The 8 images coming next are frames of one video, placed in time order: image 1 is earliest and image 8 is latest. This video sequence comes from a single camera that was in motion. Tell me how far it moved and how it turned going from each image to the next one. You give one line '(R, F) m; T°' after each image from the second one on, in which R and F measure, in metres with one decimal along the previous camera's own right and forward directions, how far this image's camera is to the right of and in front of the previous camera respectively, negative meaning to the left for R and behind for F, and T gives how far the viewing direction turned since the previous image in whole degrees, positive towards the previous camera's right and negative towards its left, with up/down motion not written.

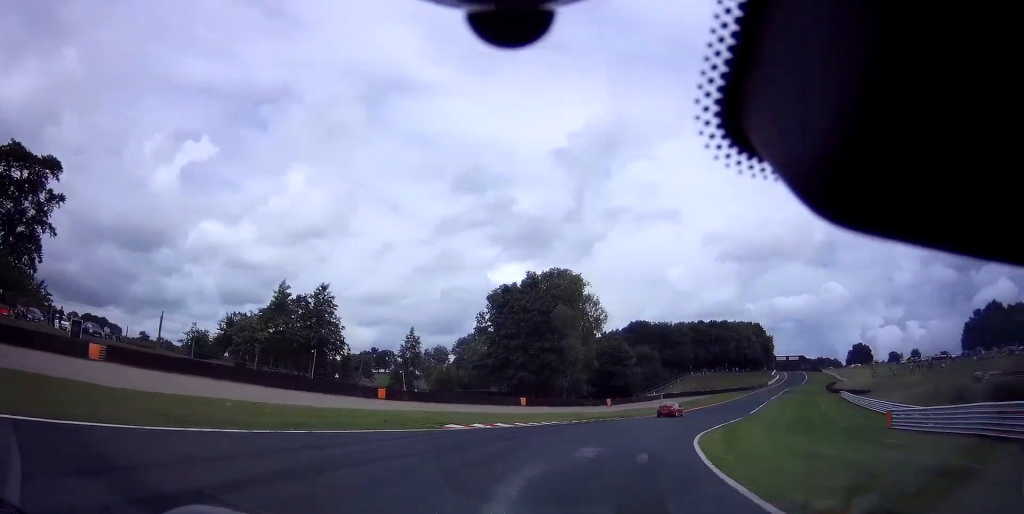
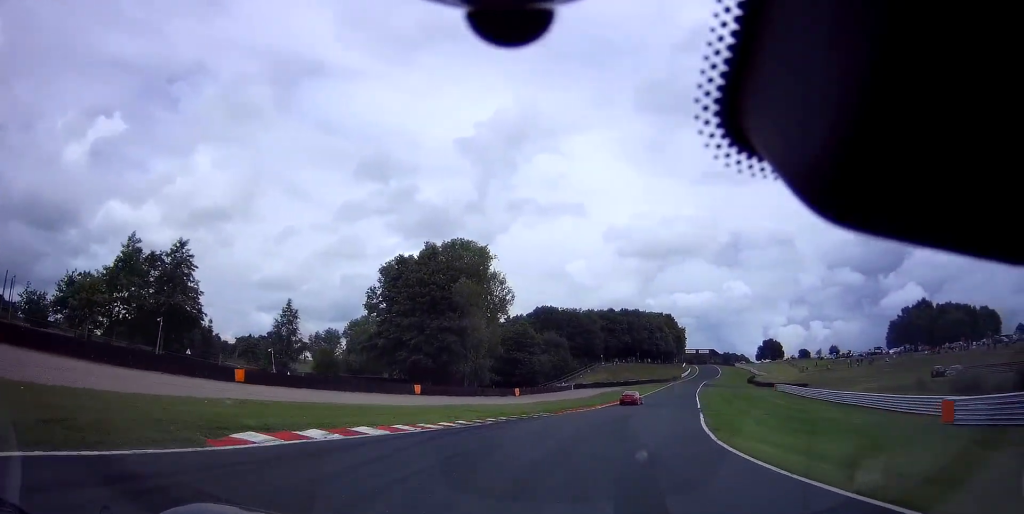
(+1.1, +11.2) m; +10°
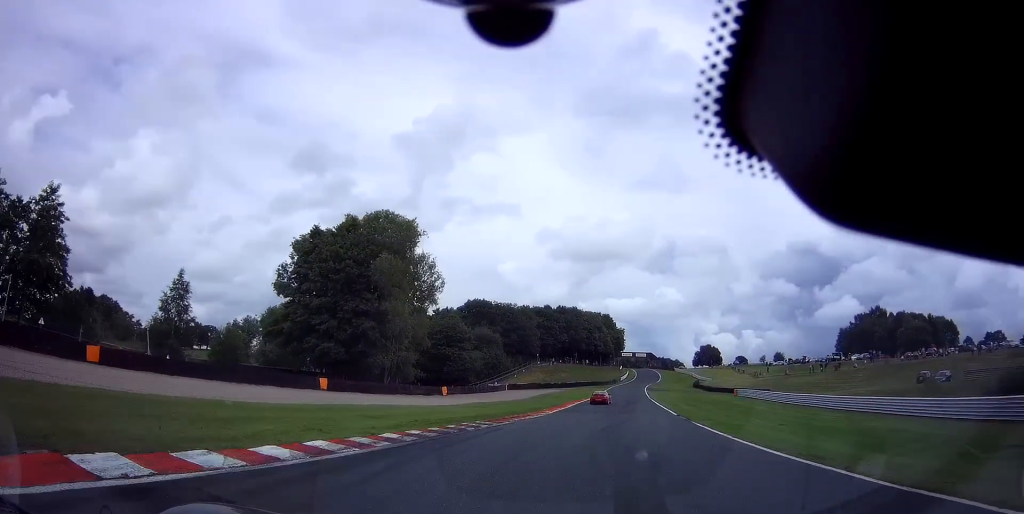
(+0.8, +10.0) m; +7°
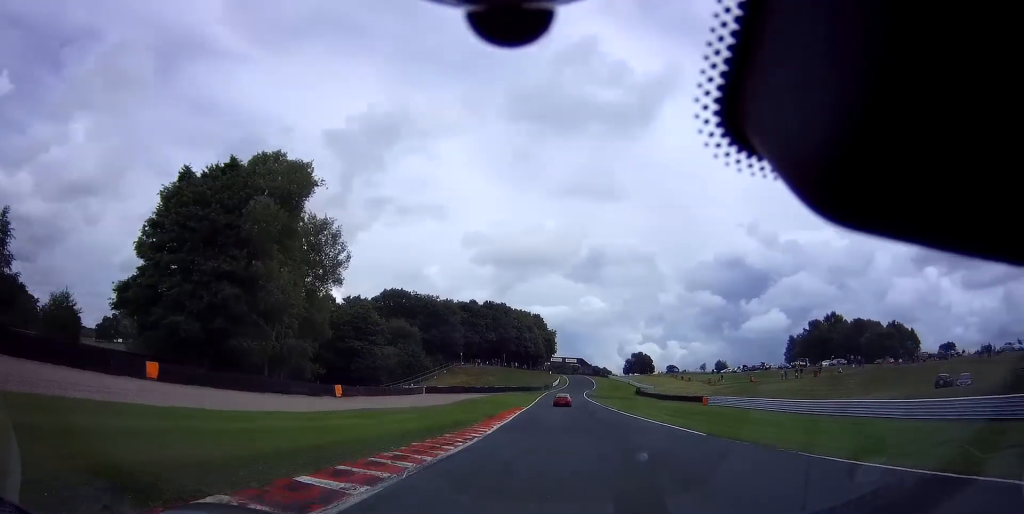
(+1.4, +15.5) m; +8°
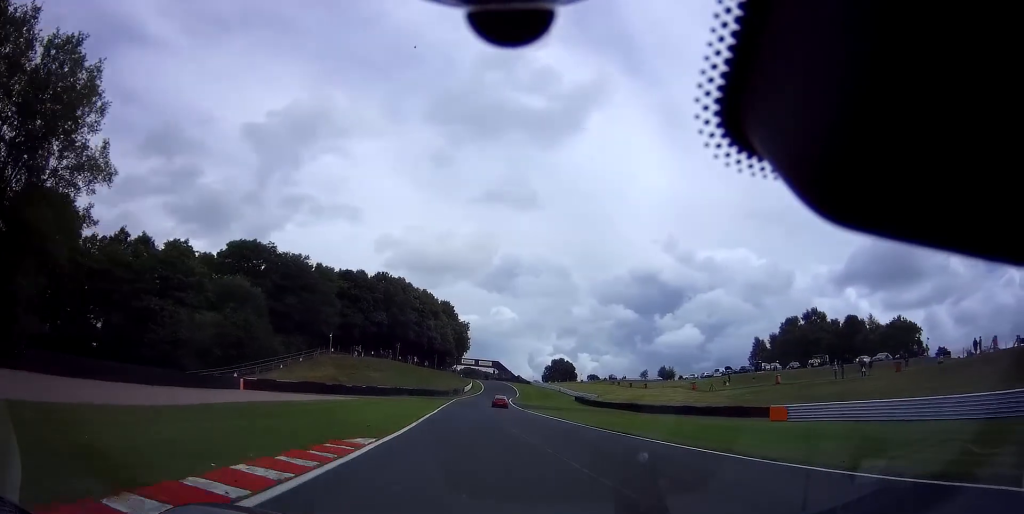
(+3.8, +35.8) m; +9°
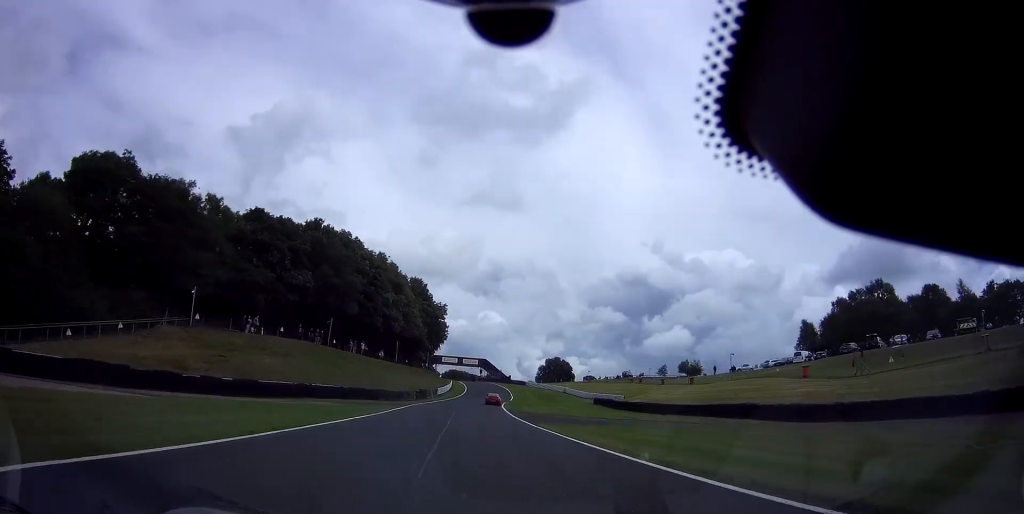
(+1.1, +32.7) m; +2°
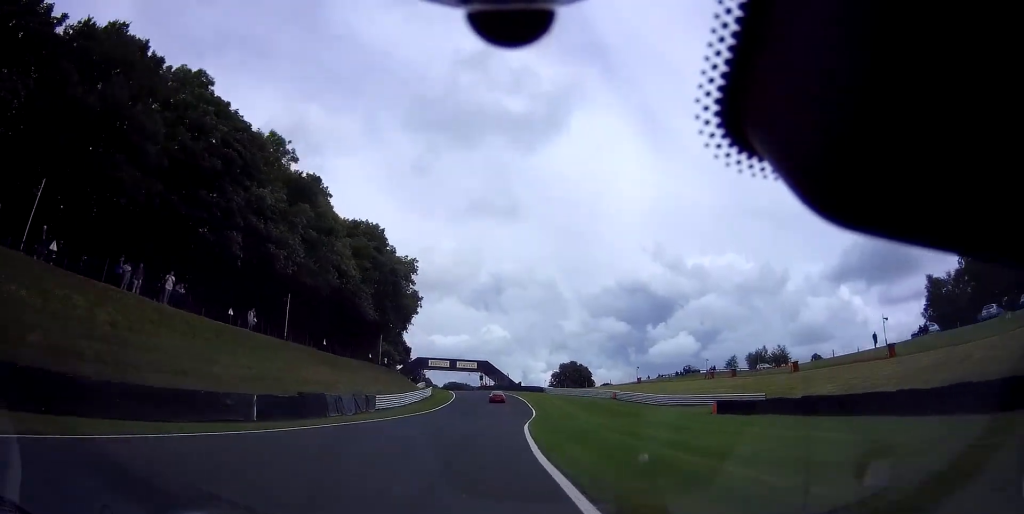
(+0.2, +43.9) m; 0°
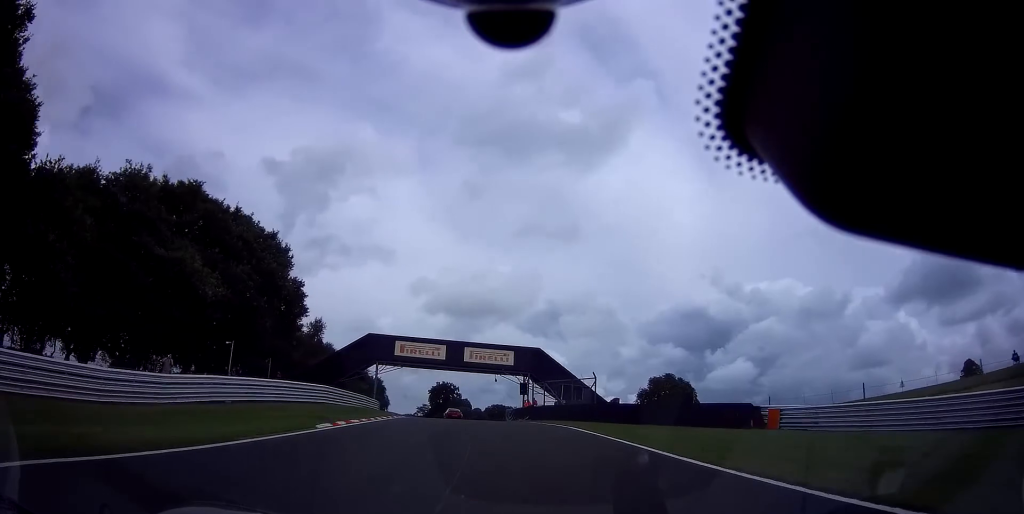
(-2.1, +76.1) m; -7°
